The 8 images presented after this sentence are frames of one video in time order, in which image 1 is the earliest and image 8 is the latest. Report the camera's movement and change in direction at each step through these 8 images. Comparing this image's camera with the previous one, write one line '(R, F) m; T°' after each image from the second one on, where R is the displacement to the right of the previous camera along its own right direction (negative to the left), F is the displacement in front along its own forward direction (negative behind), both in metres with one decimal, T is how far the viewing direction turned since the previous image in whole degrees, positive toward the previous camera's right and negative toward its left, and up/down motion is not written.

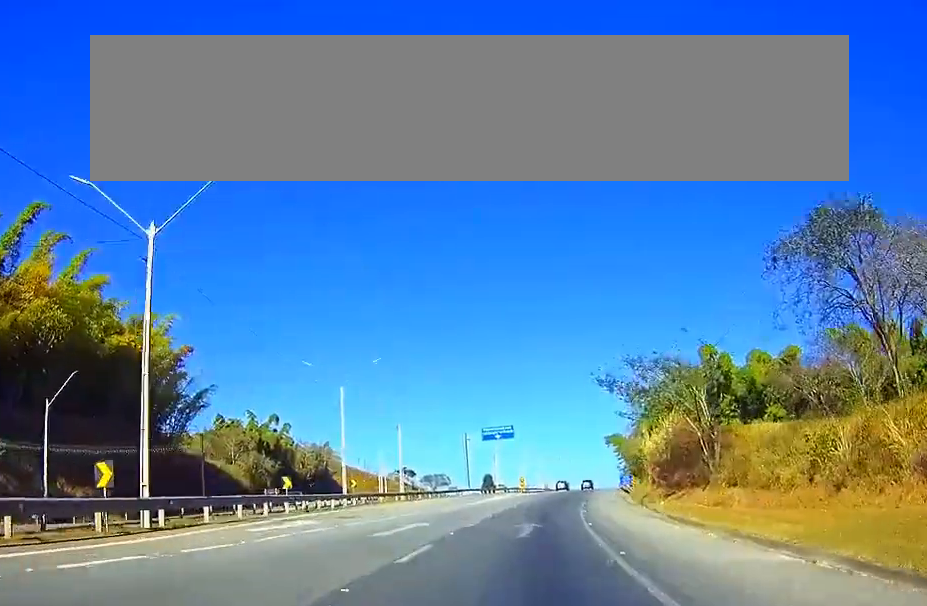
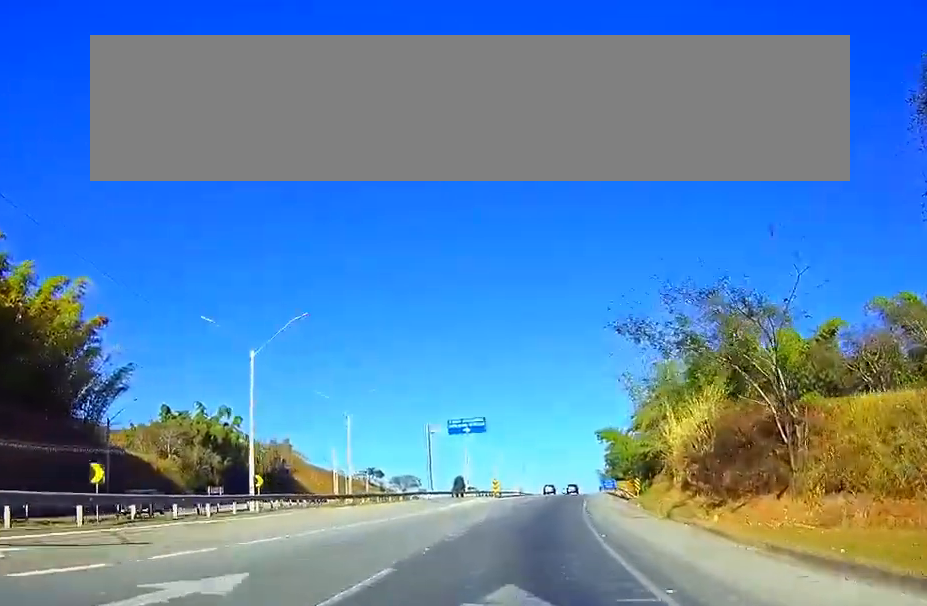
(0.0, +17.1) m; 0°
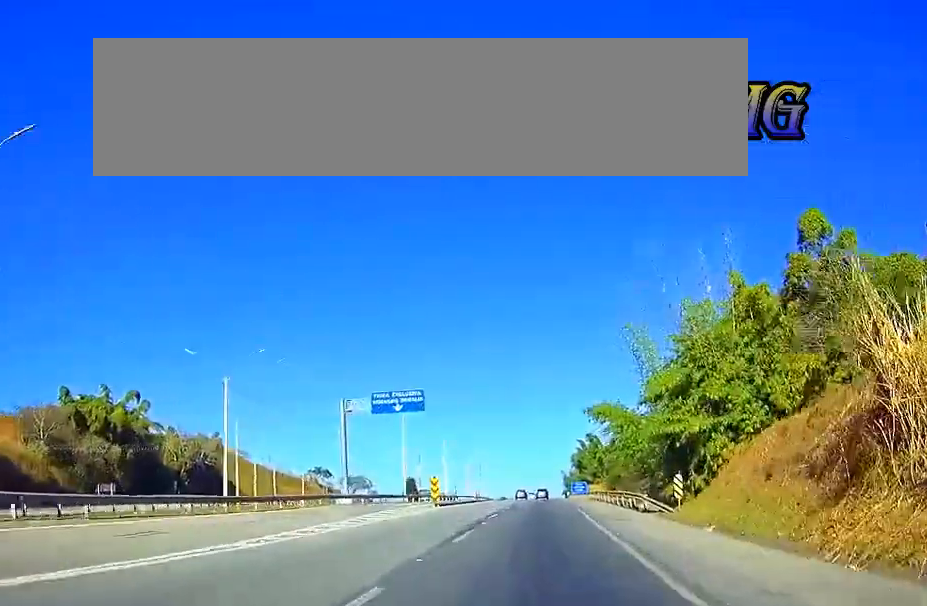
(0.0, +26.8) m; 0°
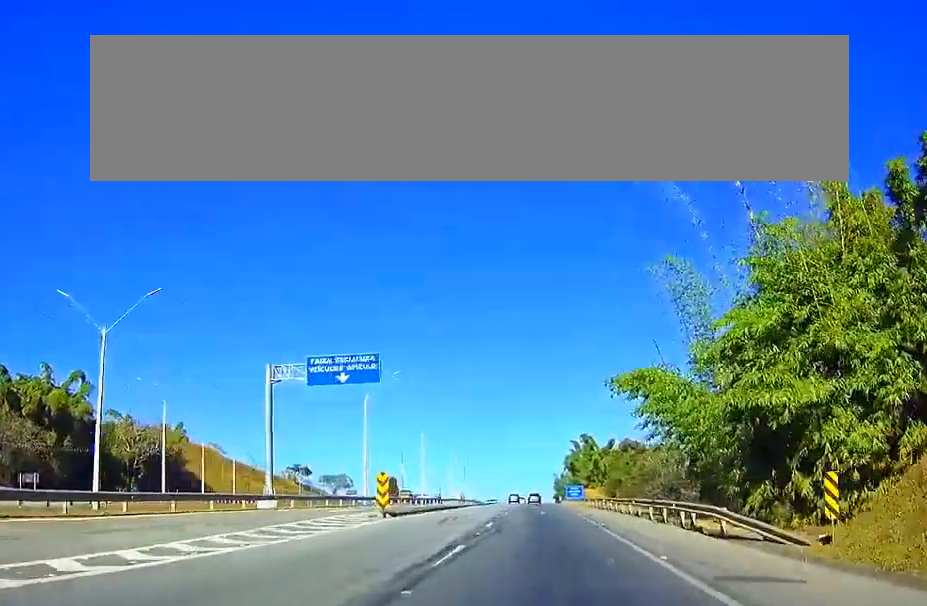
(0.0, +17.7) m; +1°
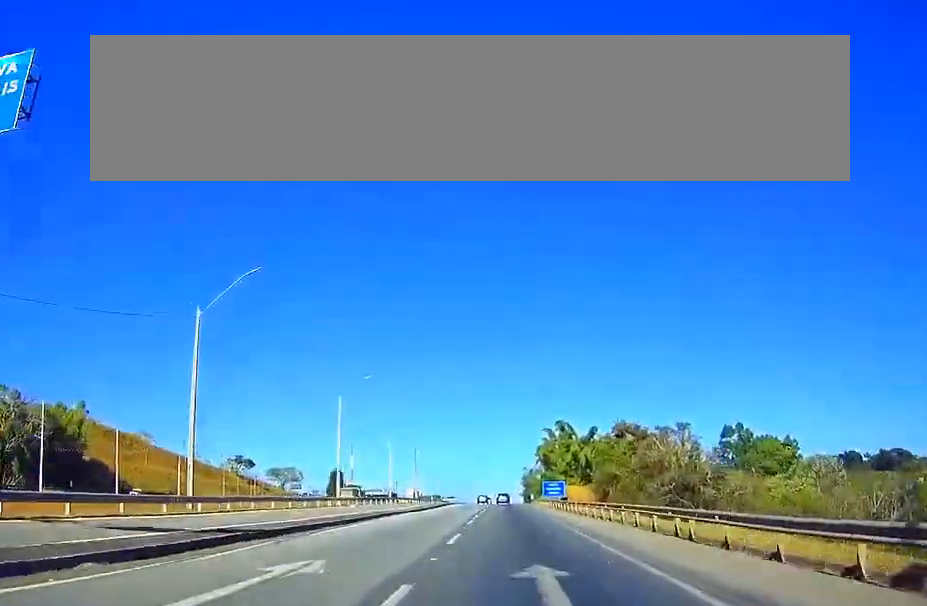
(+1.3, +34.2) m; +4°
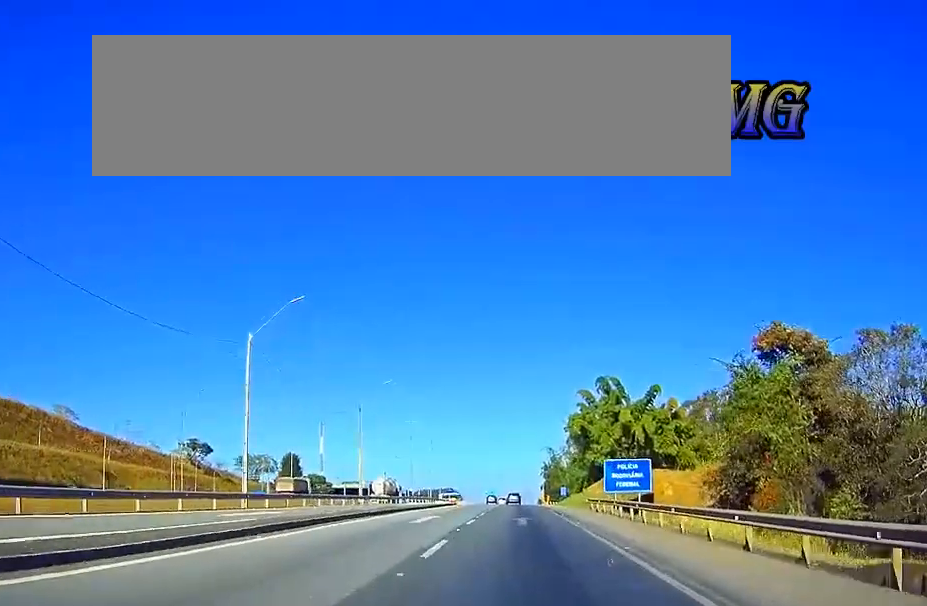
(+1.2, +63.8) m; +1°
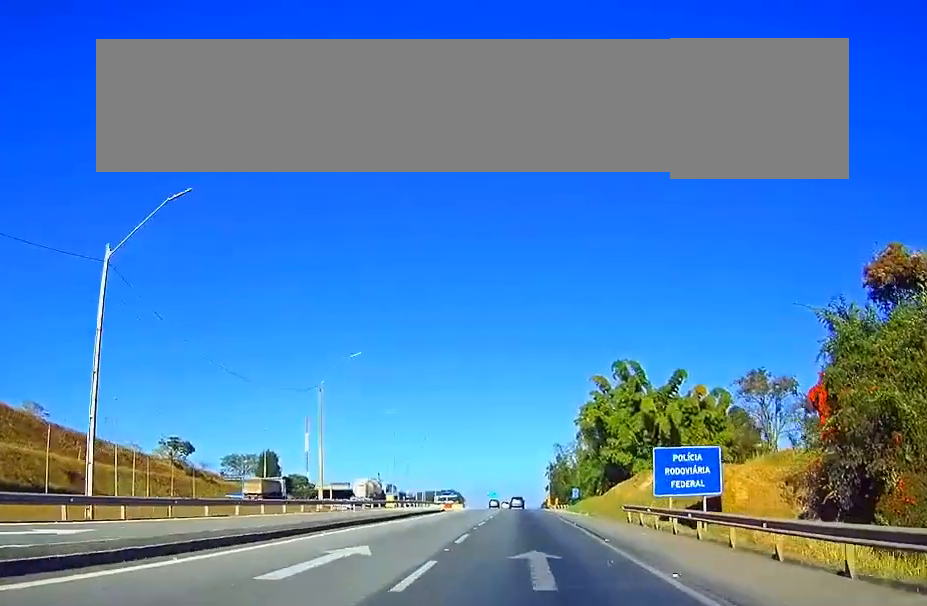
(0.0, +17.8) m; 0°
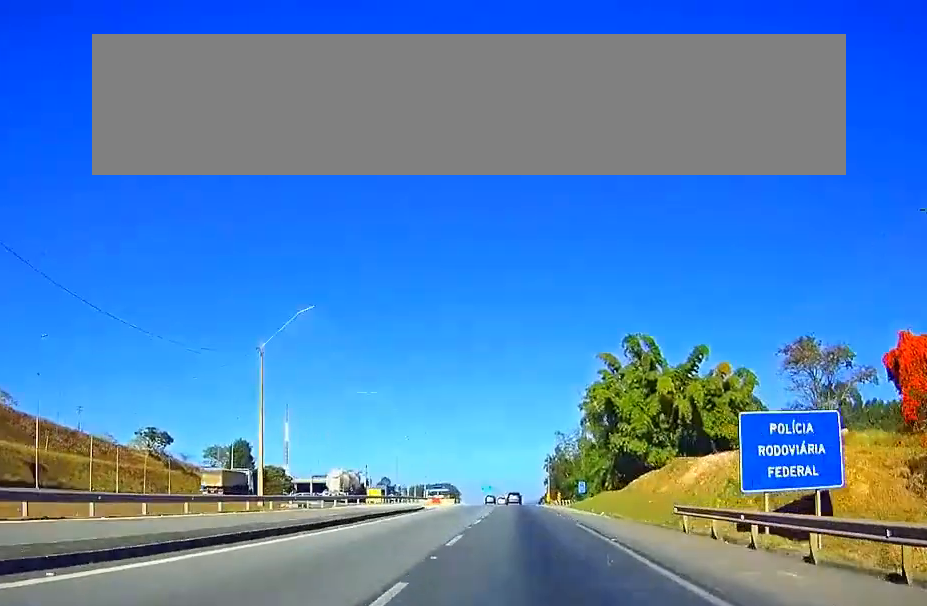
(0.0, +14.2) m; 0°
